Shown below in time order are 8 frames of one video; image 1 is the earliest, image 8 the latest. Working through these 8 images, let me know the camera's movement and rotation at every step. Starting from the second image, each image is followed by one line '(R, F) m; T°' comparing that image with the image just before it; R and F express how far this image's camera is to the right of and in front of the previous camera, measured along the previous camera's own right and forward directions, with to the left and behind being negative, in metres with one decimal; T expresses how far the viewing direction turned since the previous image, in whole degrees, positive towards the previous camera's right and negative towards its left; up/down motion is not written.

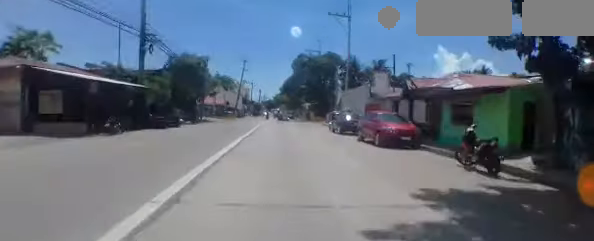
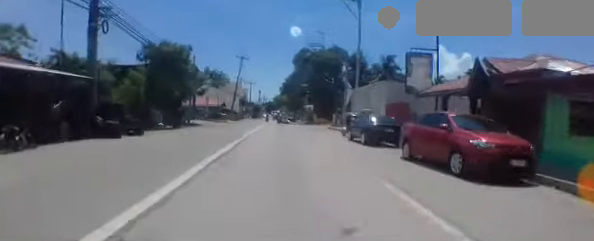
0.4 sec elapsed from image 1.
(-0.1, +7.9) m; 0°
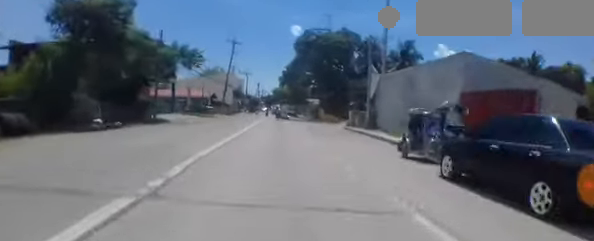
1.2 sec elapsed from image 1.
(+0.1, +12.3) m; 0°
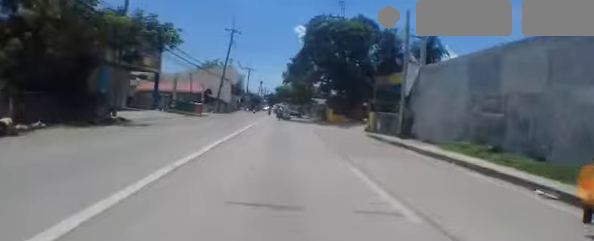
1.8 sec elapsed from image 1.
(0.0, +8.3) m; 0°
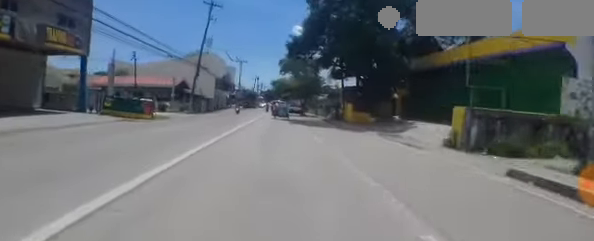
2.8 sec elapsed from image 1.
(-0.2, +14.1) m; 0°
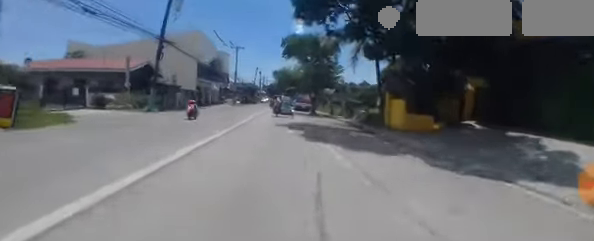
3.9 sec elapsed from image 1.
(+0.2, +12.8) m; +2°
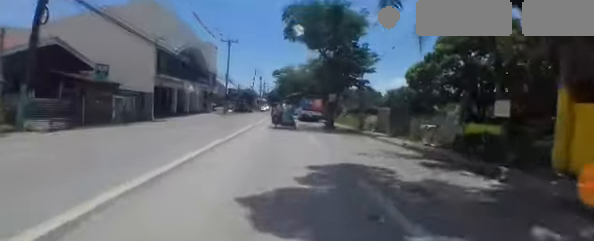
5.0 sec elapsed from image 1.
(+0.1, +12.6) m; -1°
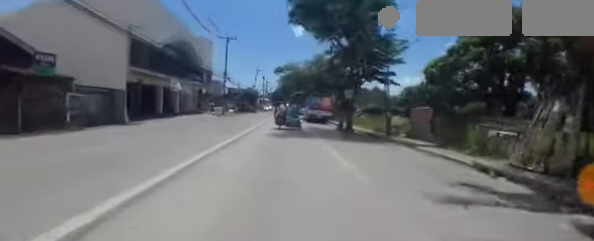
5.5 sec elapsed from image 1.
(-0.1, +5.1) m; -2°
